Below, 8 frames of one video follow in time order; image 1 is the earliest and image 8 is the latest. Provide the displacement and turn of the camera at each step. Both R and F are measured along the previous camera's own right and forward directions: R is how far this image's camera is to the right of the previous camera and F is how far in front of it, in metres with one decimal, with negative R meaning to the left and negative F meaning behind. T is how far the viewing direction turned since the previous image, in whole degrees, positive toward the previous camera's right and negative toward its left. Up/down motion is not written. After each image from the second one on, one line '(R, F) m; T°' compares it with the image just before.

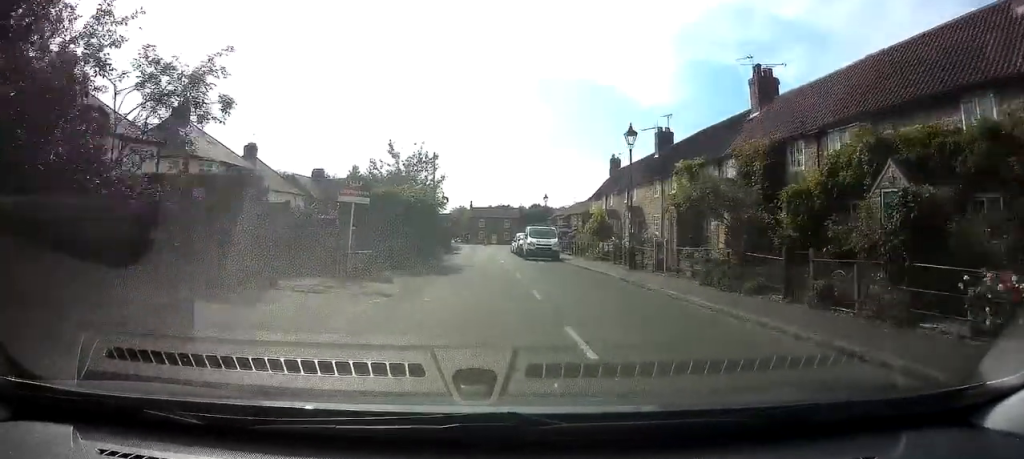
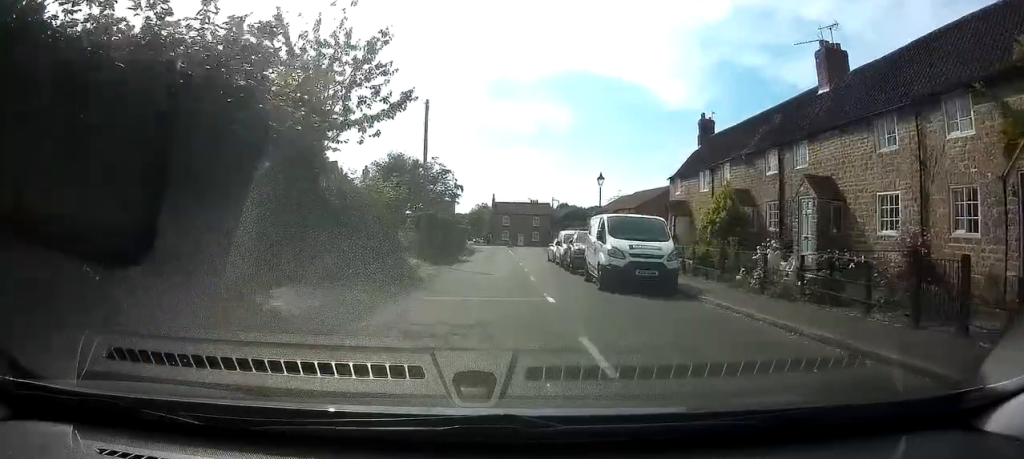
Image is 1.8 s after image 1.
(0.0, +18.0) m; 0°
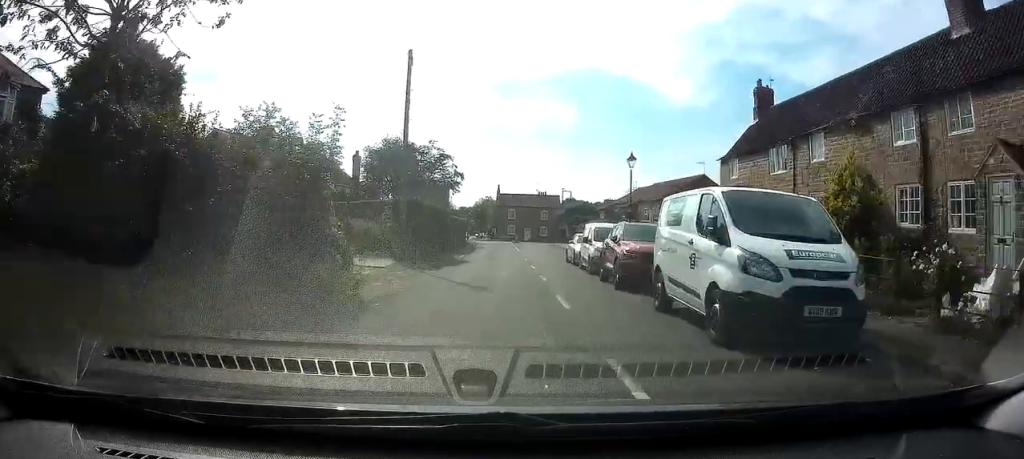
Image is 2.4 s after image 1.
(0.0, +6.9) m; 0°
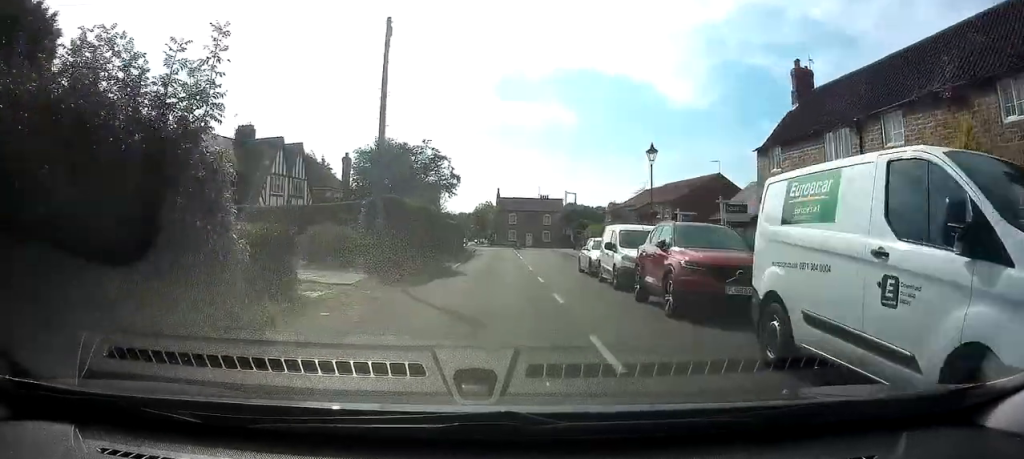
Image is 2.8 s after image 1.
(0.0, +4.0) m; 0°
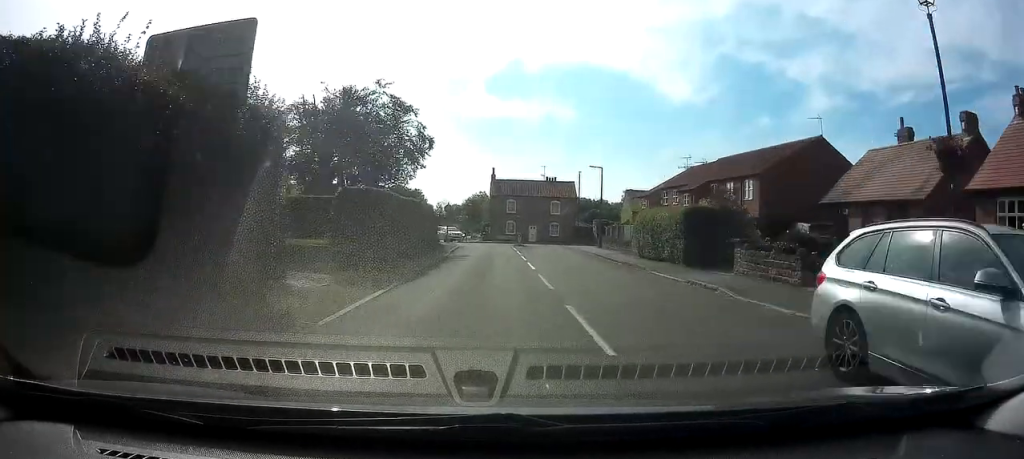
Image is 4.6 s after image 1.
(0.0, +18.0) m; +1°
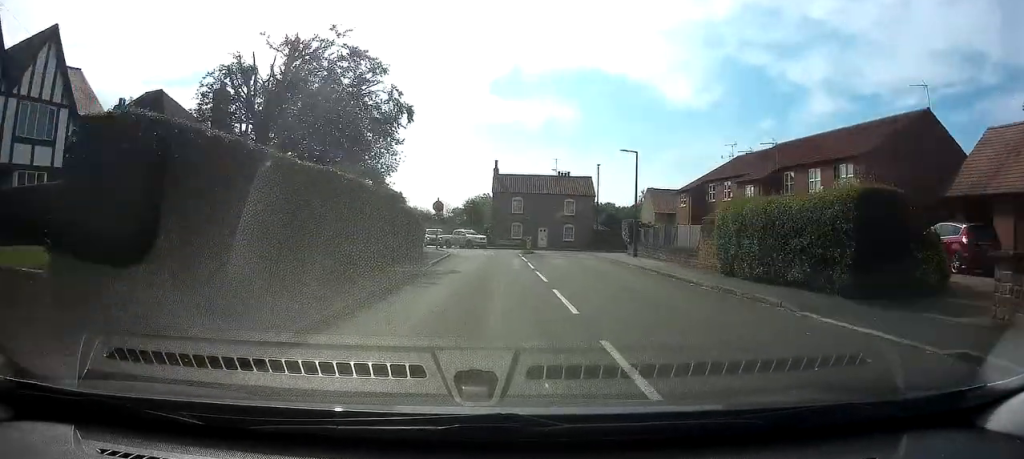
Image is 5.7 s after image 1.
(+0.2, +10.3) m; +2°
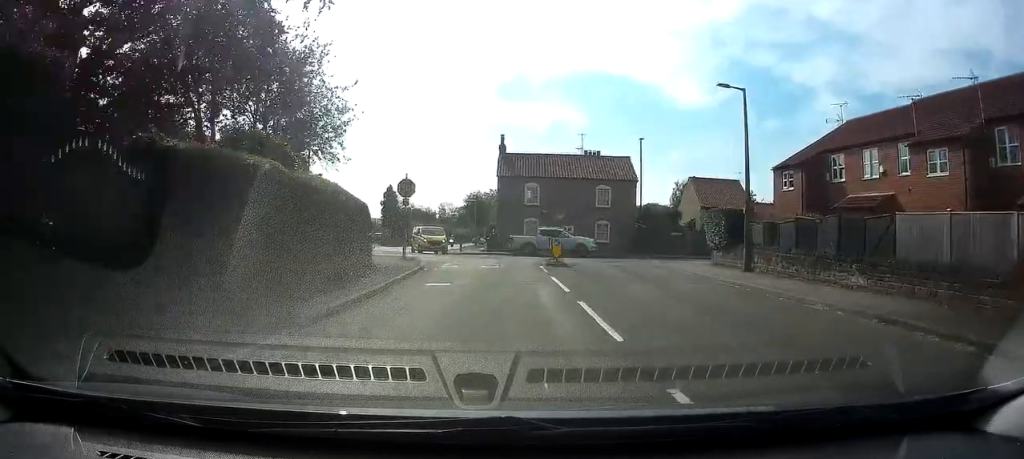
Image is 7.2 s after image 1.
(-0.6, +15.5) m; -3°
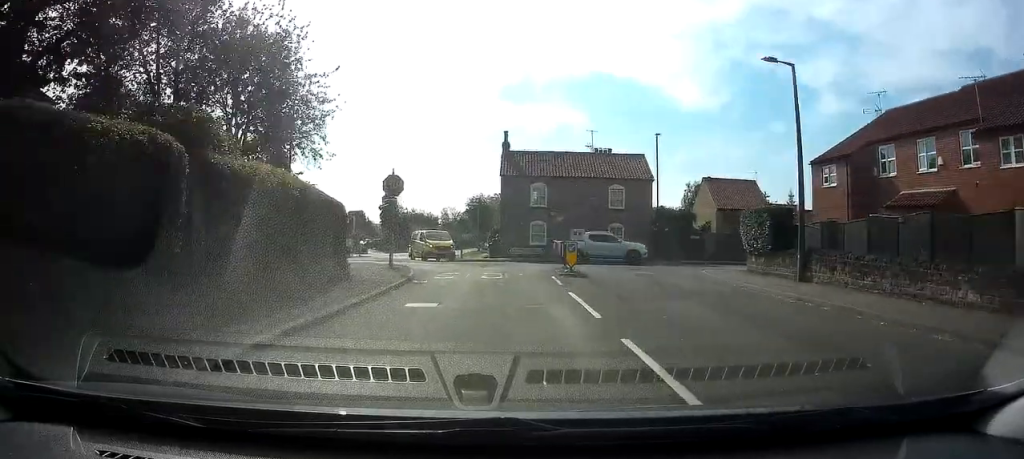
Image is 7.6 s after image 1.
(-0.2, +3.6) m; +1°
